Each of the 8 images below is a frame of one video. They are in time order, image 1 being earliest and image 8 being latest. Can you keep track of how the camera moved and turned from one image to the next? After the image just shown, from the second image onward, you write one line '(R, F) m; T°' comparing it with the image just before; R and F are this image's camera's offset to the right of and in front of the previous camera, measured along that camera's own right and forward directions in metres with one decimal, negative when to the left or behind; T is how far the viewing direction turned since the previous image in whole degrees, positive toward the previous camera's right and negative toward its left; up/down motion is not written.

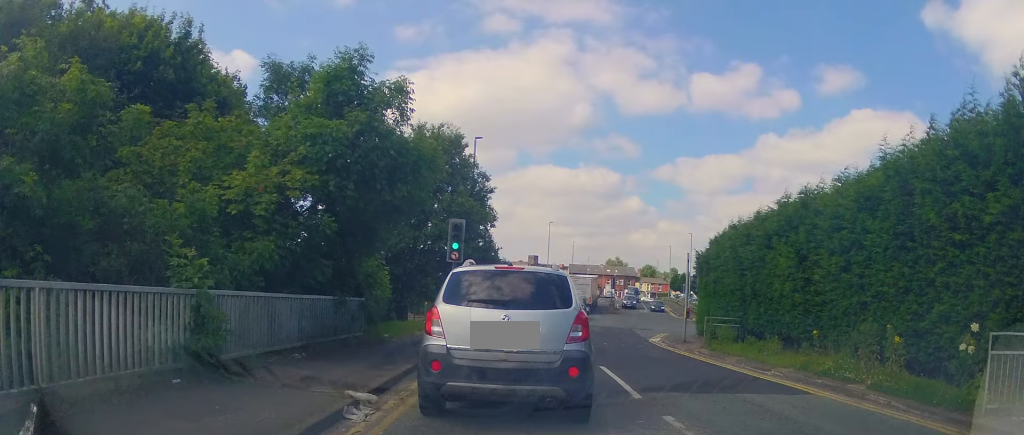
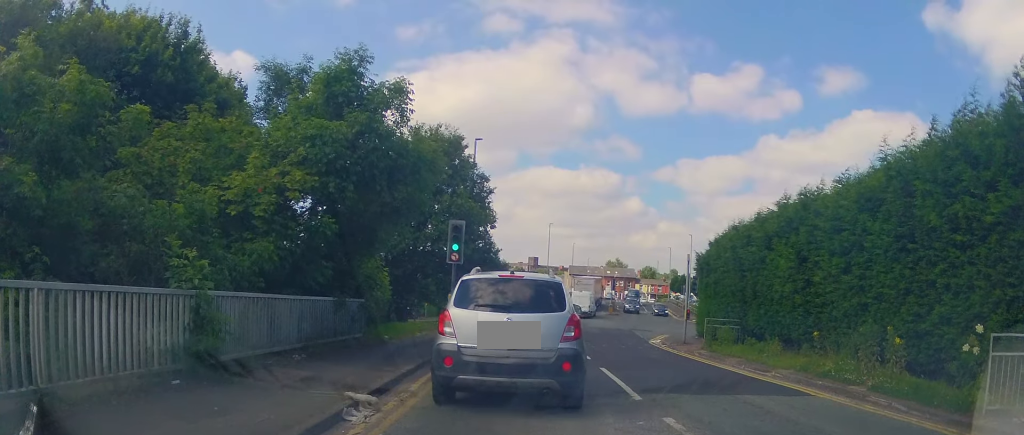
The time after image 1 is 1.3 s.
(0.0, 0.0) m; 0°
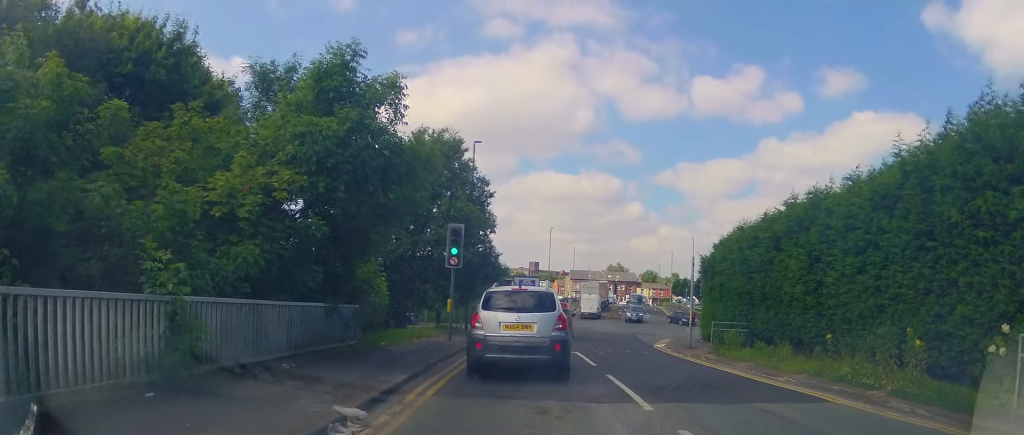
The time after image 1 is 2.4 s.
(0.0, 0.0) m; 0°
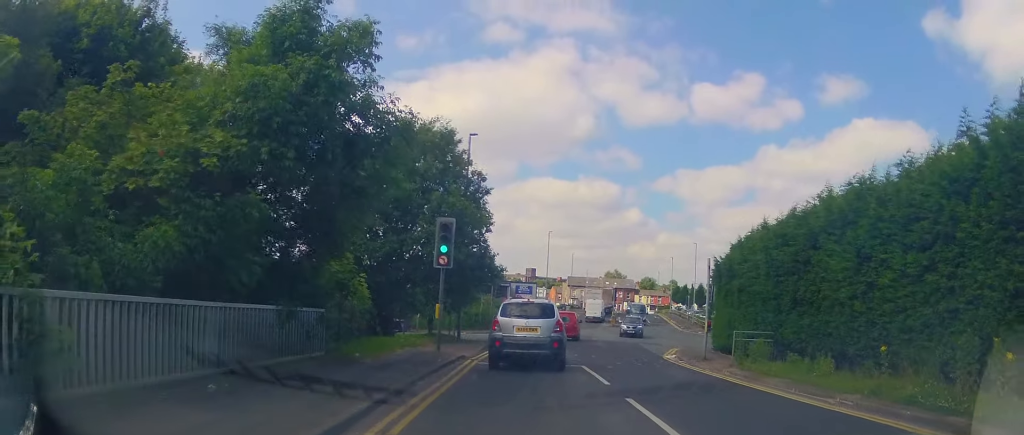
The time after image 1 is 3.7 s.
(-0.1, +1.2) m; -6°
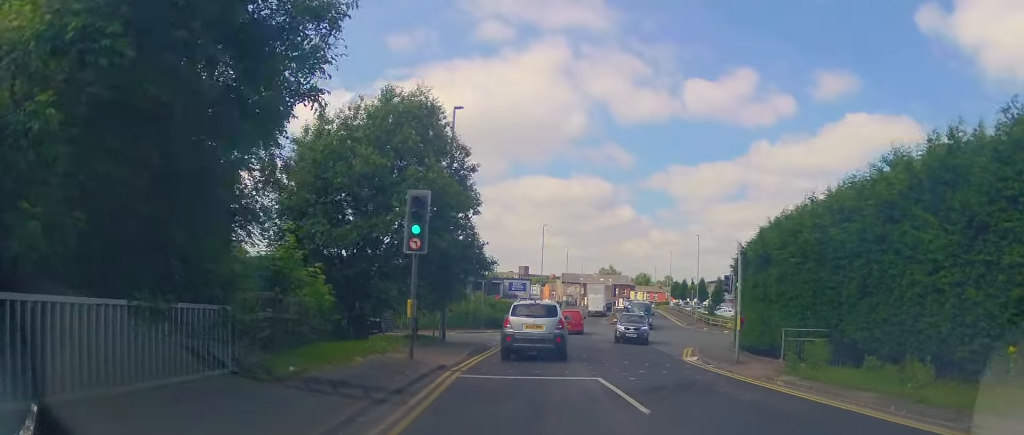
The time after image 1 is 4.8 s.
(+0.1, +3.1) m; +7°
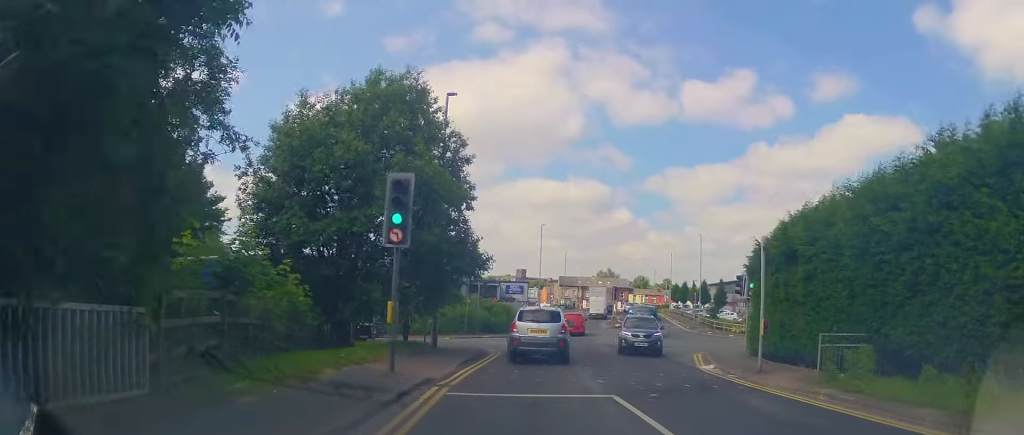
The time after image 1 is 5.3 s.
(+0.1, +1.8) m; +1°
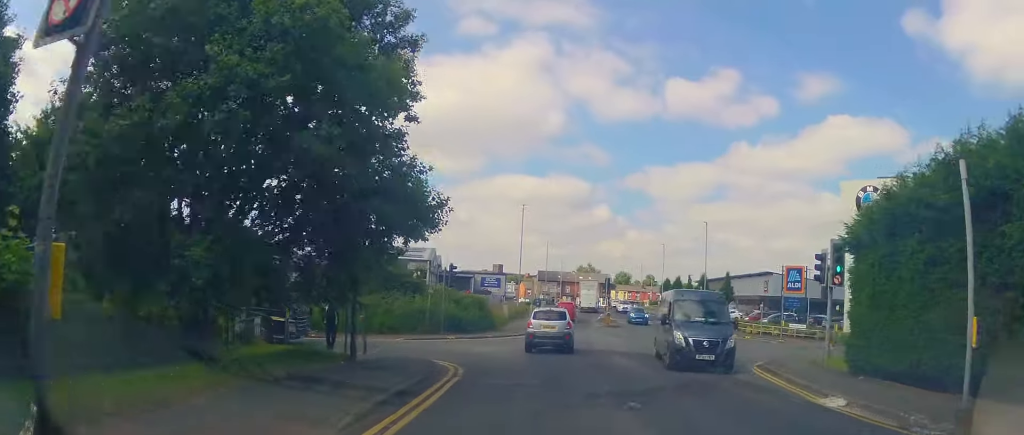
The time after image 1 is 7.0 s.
(+0.1, +8.6) m; +4°
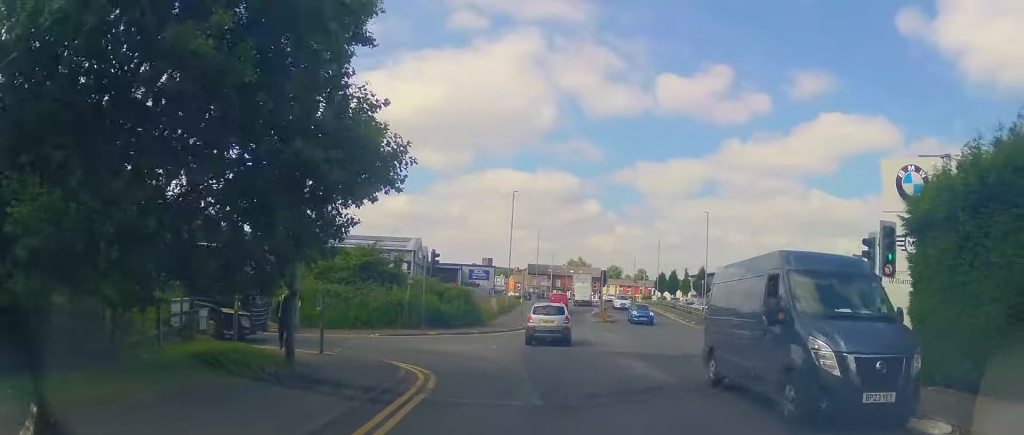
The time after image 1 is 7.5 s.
(+0.1, +3.1) m; +2°
